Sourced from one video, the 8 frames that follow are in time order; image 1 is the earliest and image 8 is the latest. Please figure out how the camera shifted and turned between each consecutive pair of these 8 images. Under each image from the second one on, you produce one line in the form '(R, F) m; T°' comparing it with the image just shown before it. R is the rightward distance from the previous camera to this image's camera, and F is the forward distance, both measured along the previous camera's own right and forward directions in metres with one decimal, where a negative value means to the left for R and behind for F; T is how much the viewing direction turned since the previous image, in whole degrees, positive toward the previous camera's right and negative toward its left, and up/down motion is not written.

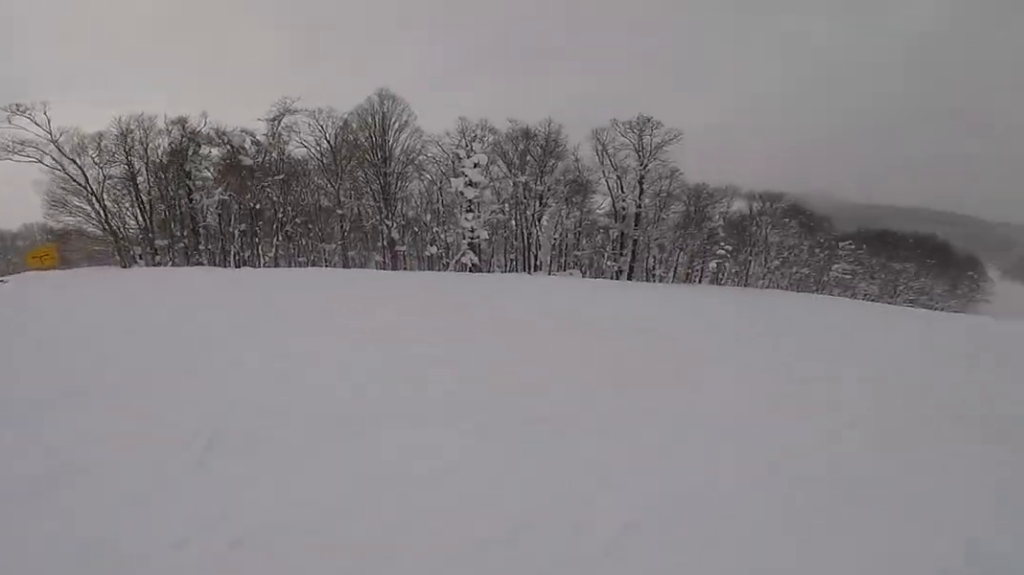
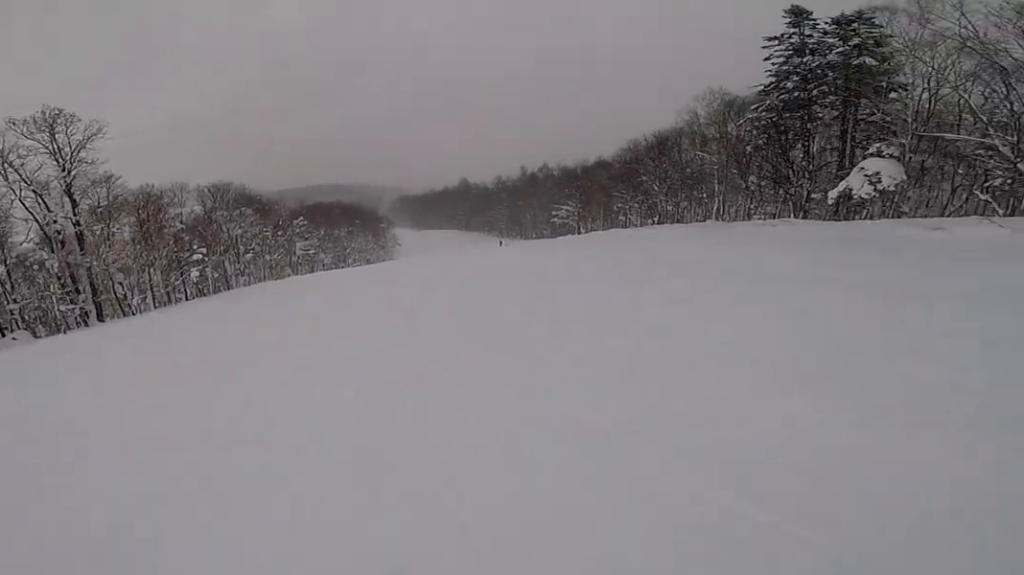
(+3.4, +10.5) m; +42°
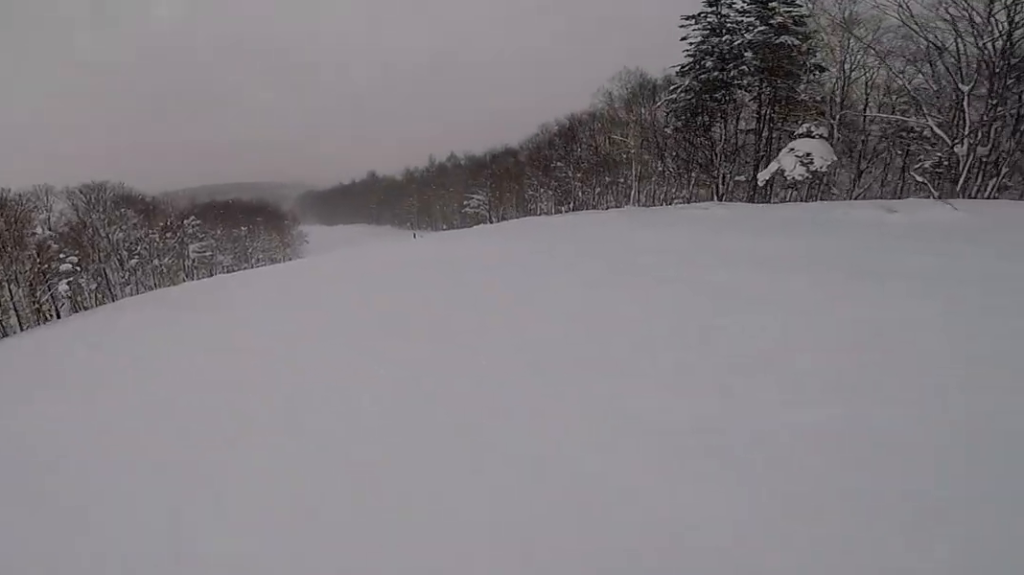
(+0.4, +3.4) m; +8°
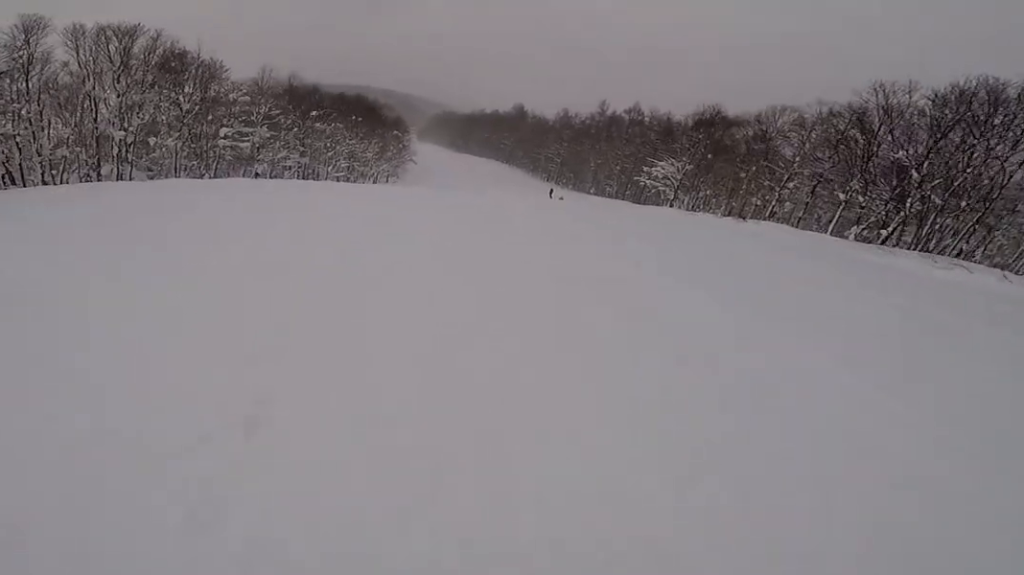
(-1.9, +21.5) m; -7°
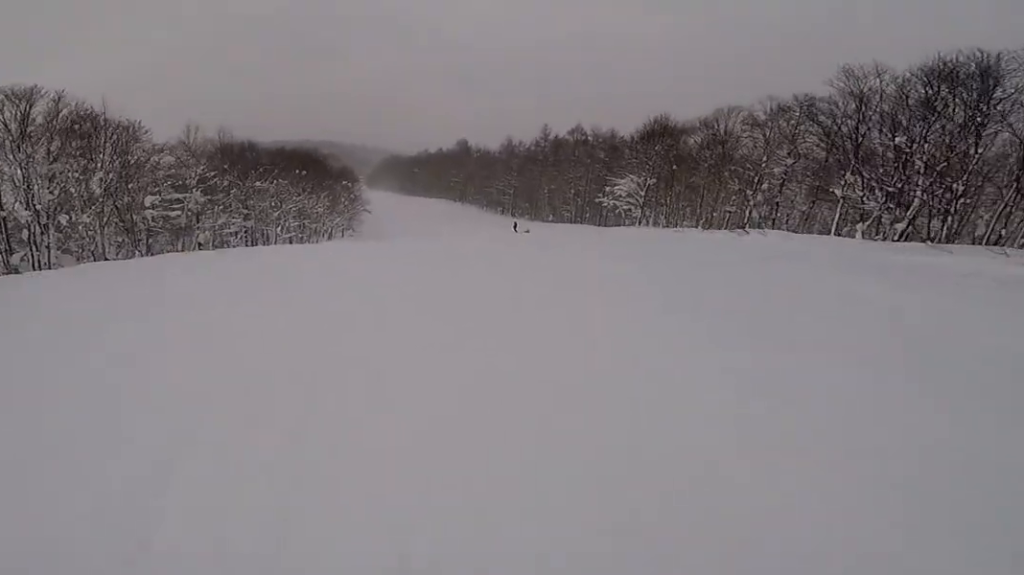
(+0.1, +4.3) m; +1°
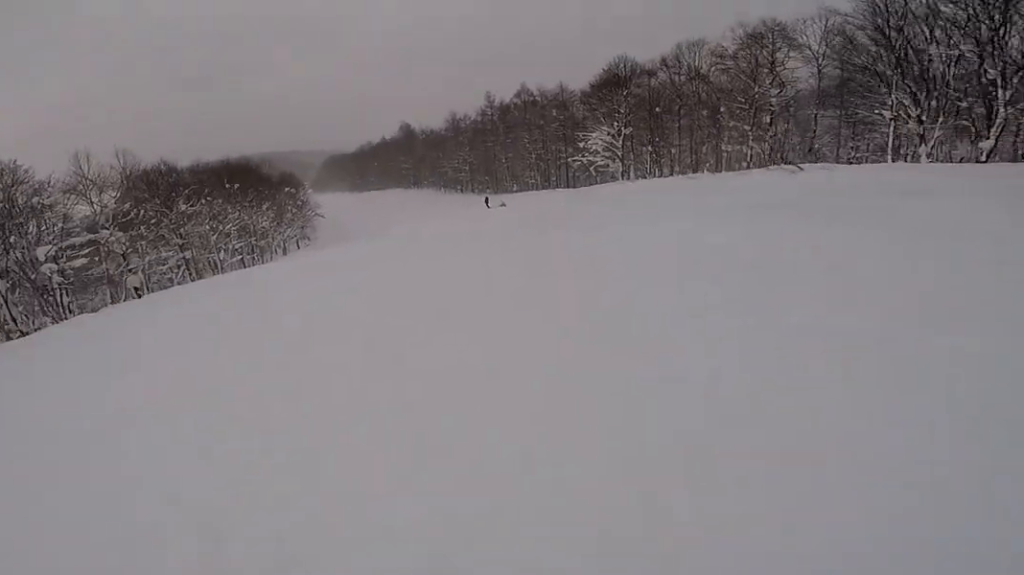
(0.0, +5.9) m; 0°
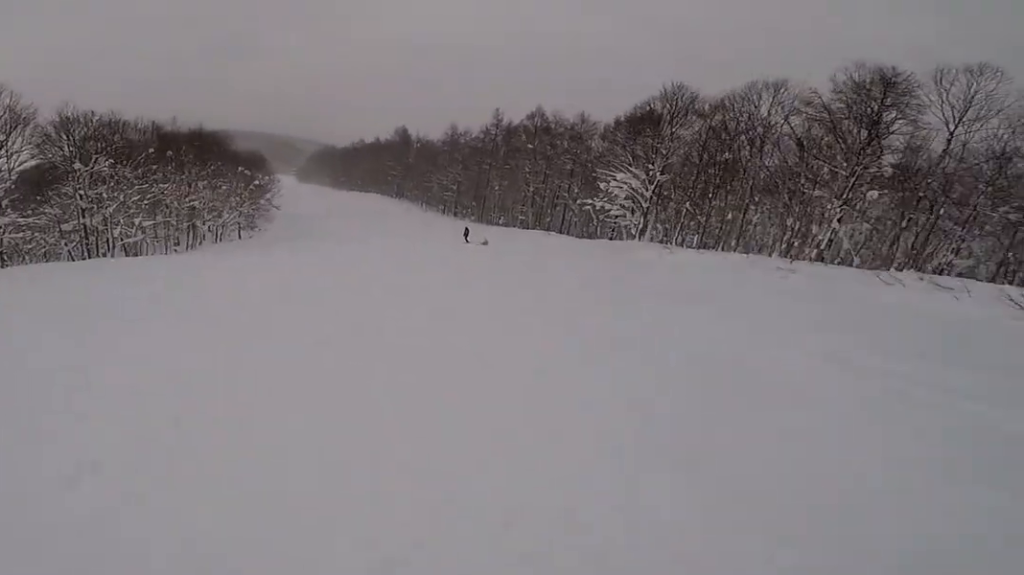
(-0.1, +11.2) m; -6°
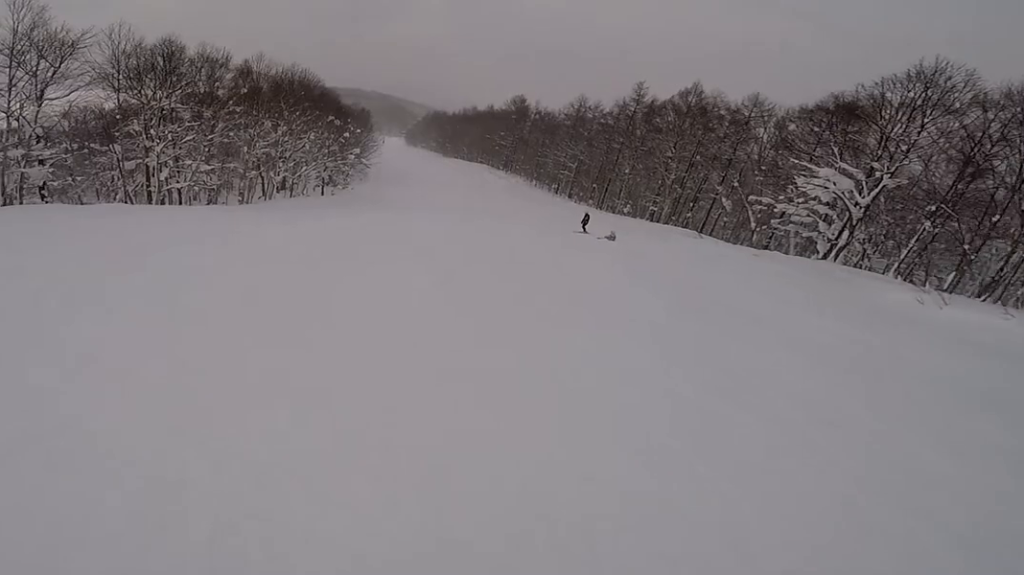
(-0.8, +8.8) m; 0°
